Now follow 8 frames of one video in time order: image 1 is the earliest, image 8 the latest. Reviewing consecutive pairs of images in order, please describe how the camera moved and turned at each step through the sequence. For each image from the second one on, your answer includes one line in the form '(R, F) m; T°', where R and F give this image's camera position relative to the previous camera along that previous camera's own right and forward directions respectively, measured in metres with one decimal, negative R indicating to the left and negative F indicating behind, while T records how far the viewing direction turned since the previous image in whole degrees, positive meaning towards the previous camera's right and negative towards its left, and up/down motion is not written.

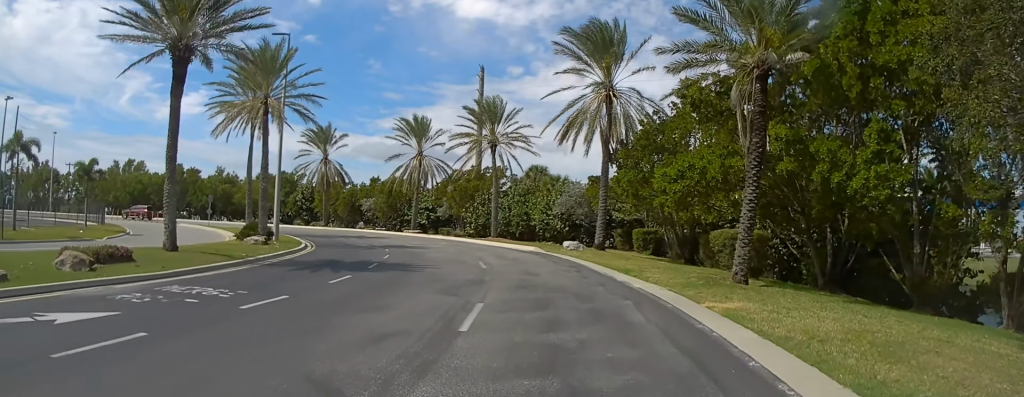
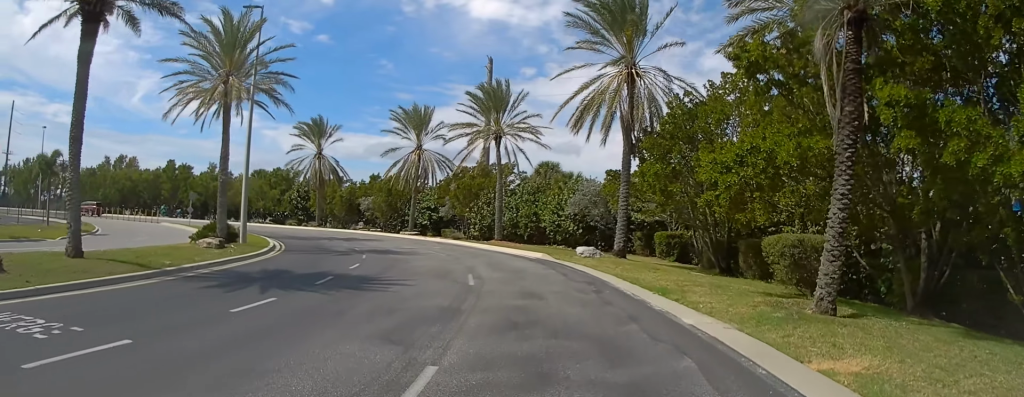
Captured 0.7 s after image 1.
(-0.2, +5.6) m; -4°
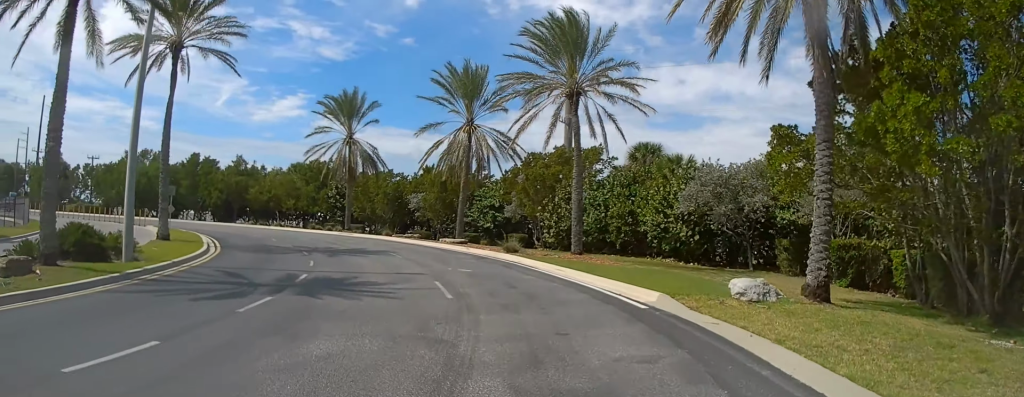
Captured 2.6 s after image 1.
(-1.7, +15.4) m; -15°
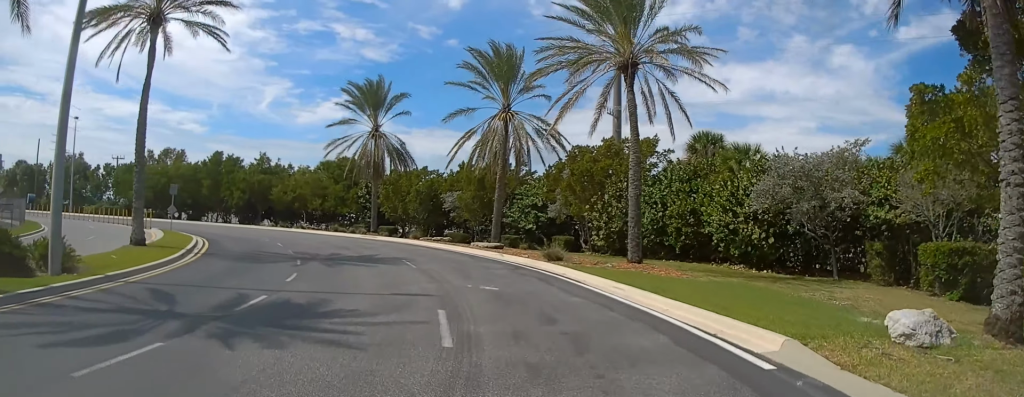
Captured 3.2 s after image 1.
(-0.3, +5.2) m; -6°
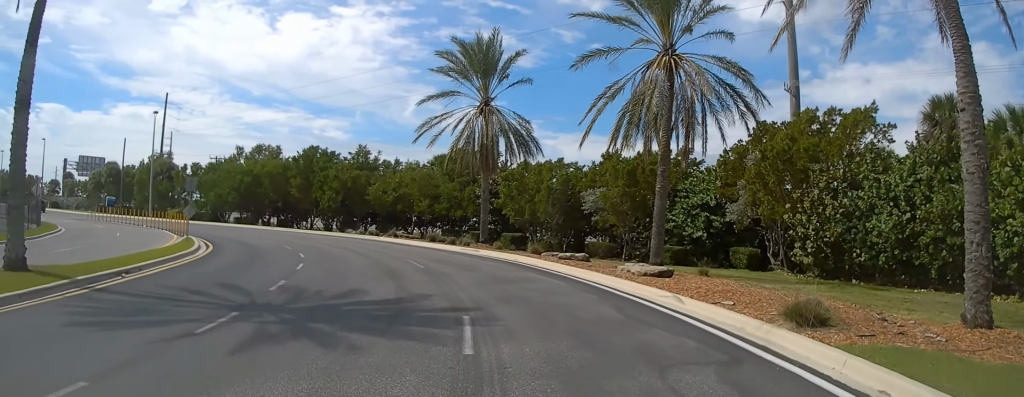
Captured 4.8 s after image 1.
(-1.5, +12.7) m; -15°
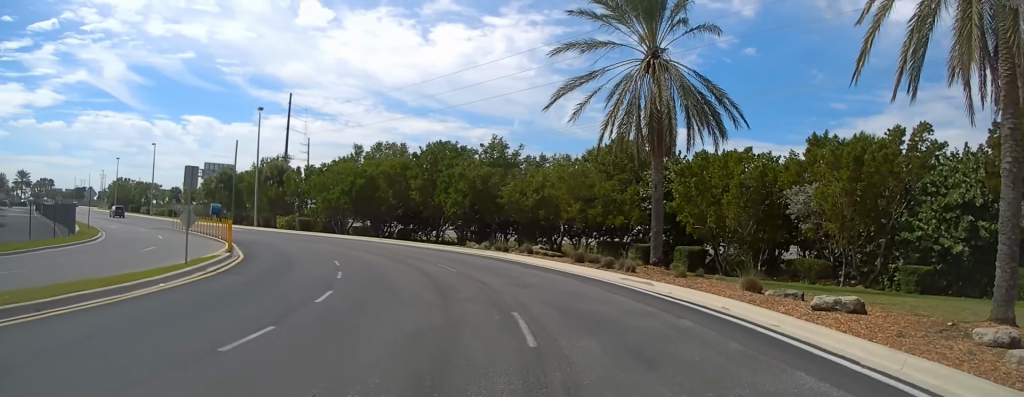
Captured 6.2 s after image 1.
(-1.7, +11.3) m; -15°
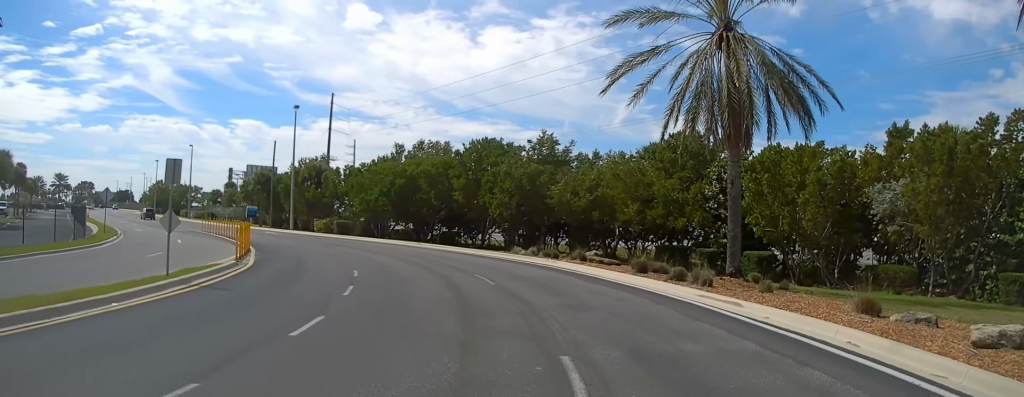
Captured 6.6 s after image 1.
(-0.1, +3.6) m; -4°
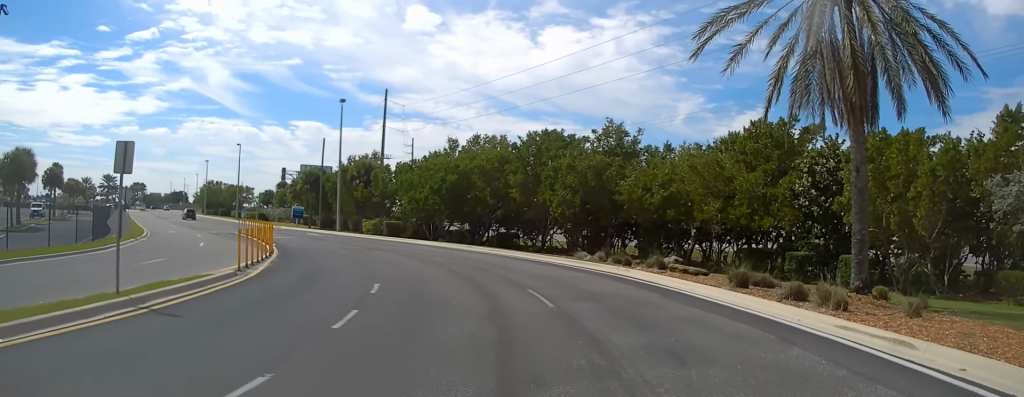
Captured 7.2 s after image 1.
(+0.1, +4.5) m; -5°
